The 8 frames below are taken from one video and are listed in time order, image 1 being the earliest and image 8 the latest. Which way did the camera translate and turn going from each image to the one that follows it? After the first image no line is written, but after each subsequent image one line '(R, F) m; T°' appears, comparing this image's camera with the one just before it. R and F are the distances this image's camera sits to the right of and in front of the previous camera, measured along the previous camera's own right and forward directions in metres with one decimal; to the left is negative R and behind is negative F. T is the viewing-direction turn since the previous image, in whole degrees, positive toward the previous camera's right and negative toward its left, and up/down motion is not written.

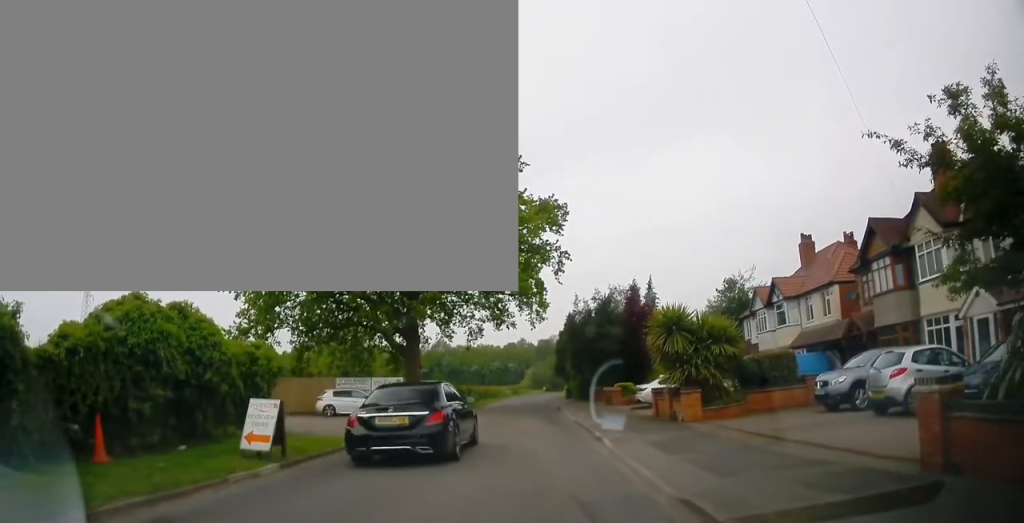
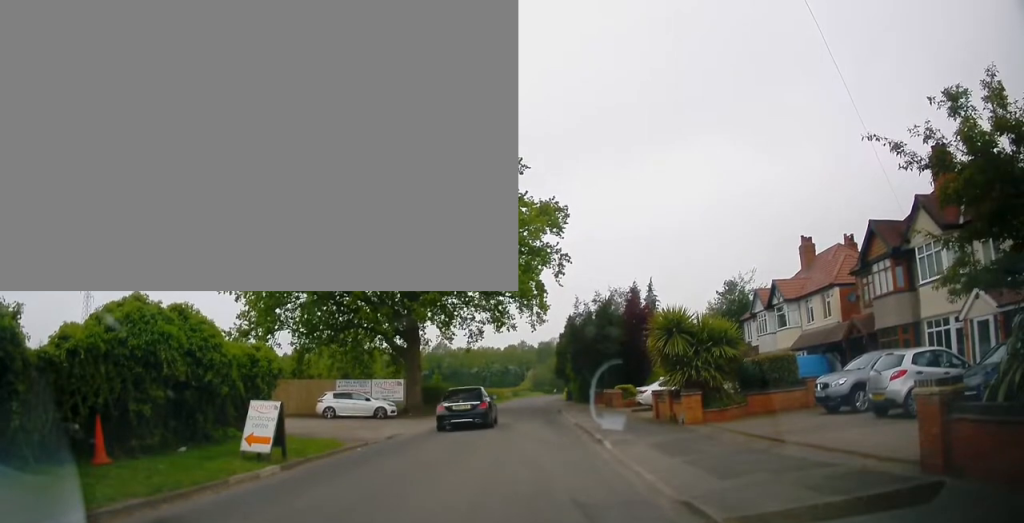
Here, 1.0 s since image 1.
(+0.1, +0.2) m; 0°
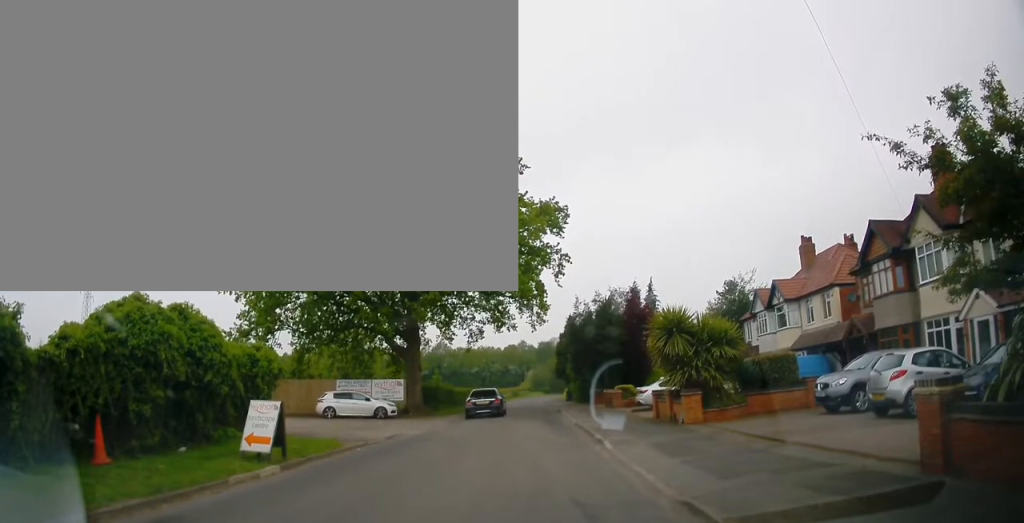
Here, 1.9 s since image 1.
(0.0, 0.0) m; 0°
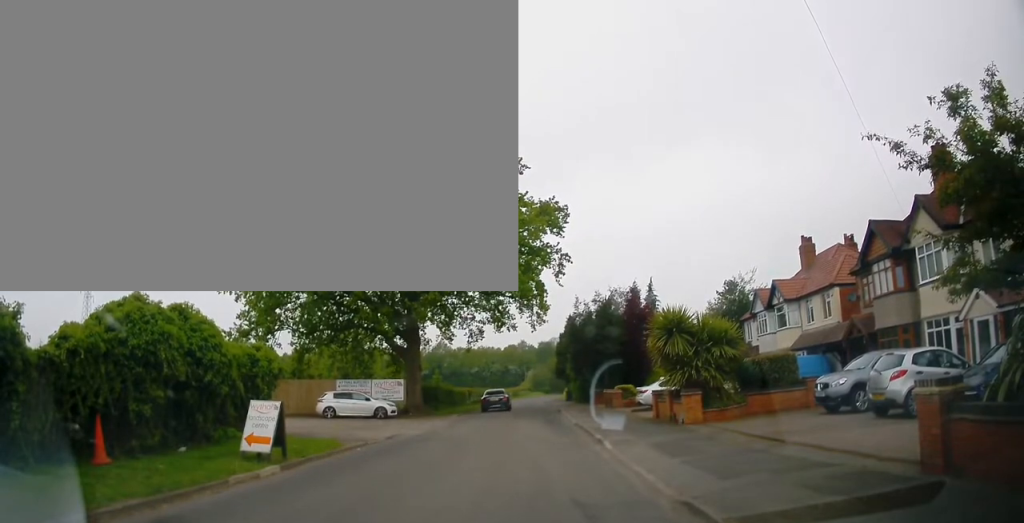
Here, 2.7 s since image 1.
(0.0, 0.0) m; 0°
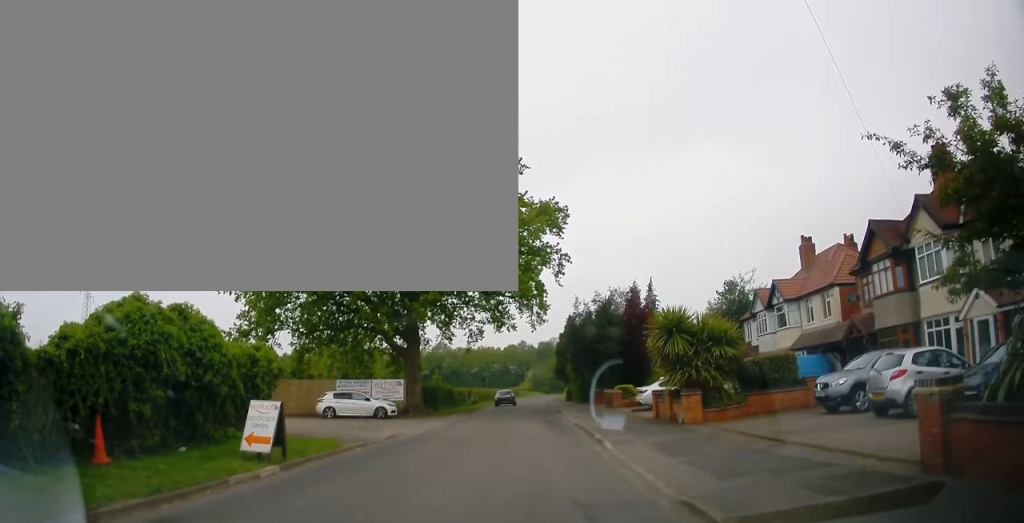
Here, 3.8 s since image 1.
(0.0, 0.0) m; 0°
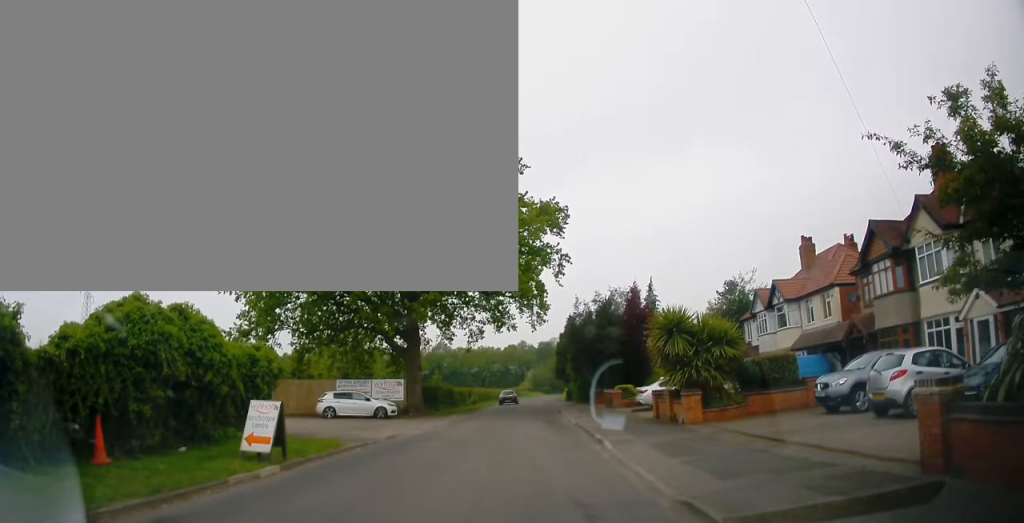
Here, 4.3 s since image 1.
(0.0, 0.0) m; 0°
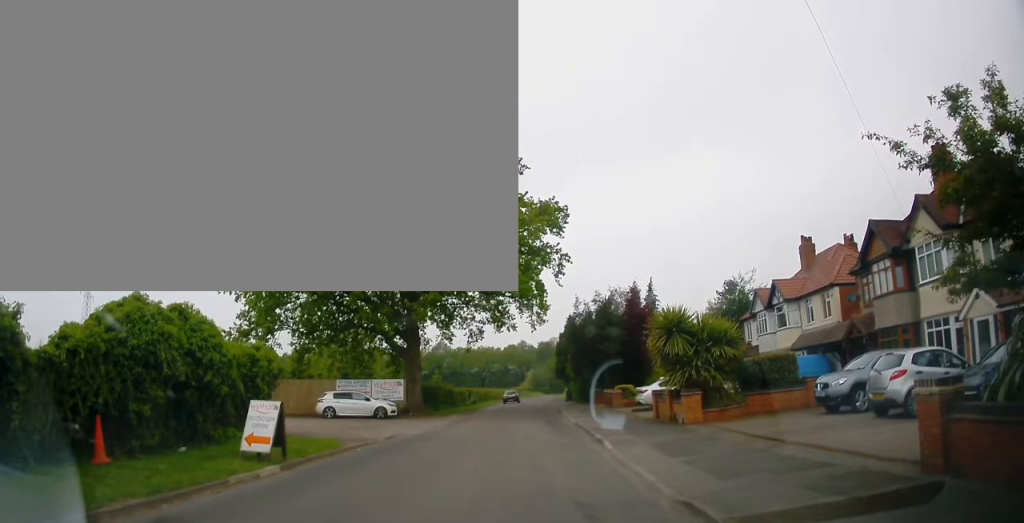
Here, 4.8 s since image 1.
(0.0, 0.0) m; 0°
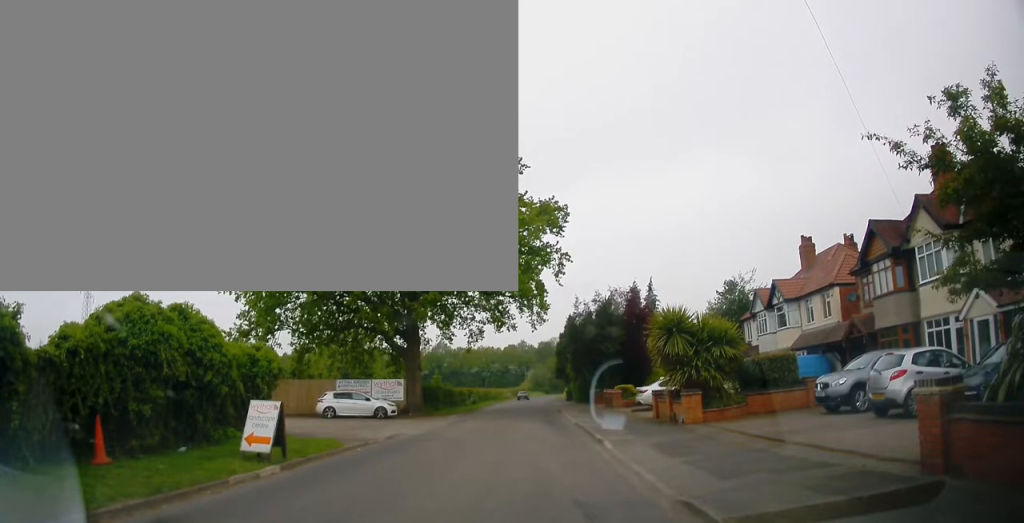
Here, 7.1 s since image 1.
(0.0, 0.0) m; 0°
